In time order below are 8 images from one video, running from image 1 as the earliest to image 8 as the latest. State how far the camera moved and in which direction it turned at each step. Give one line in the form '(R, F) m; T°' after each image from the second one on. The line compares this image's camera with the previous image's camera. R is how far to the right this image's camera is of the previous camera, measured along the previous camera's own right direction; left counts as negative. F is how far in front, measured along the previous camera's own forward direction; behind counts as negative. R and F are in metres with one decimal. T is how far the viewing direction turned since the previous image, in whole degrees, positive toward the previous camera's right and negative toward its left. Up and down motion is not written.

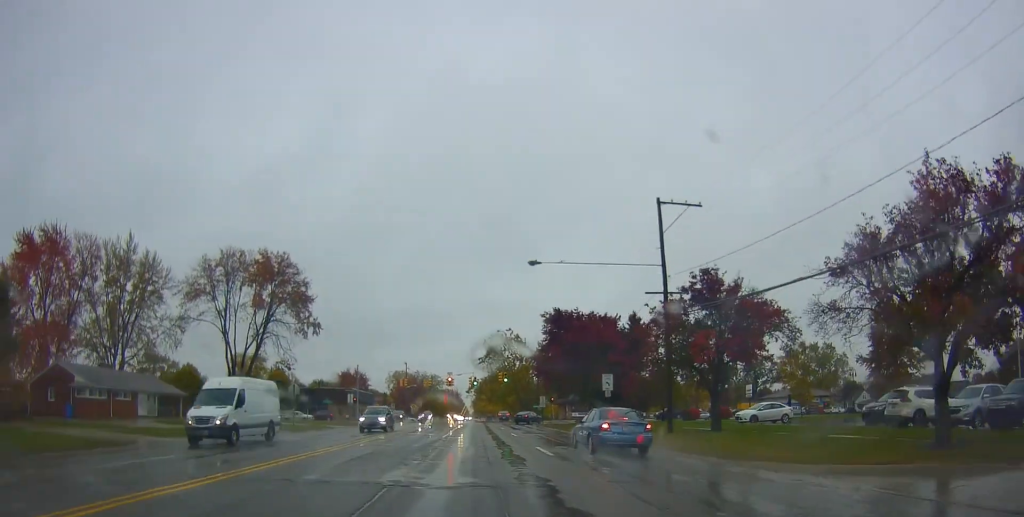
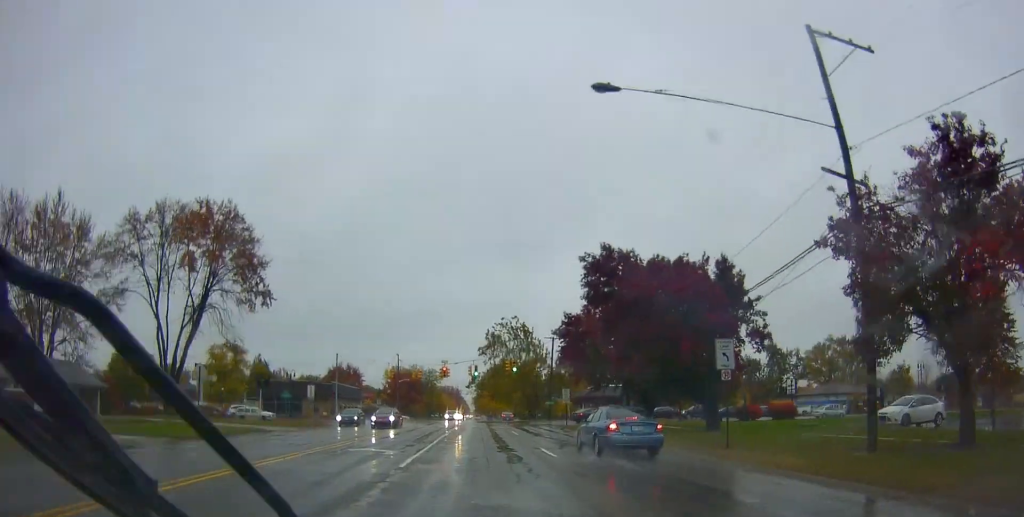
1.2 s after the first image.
(0.0, +16.2) m; +1°
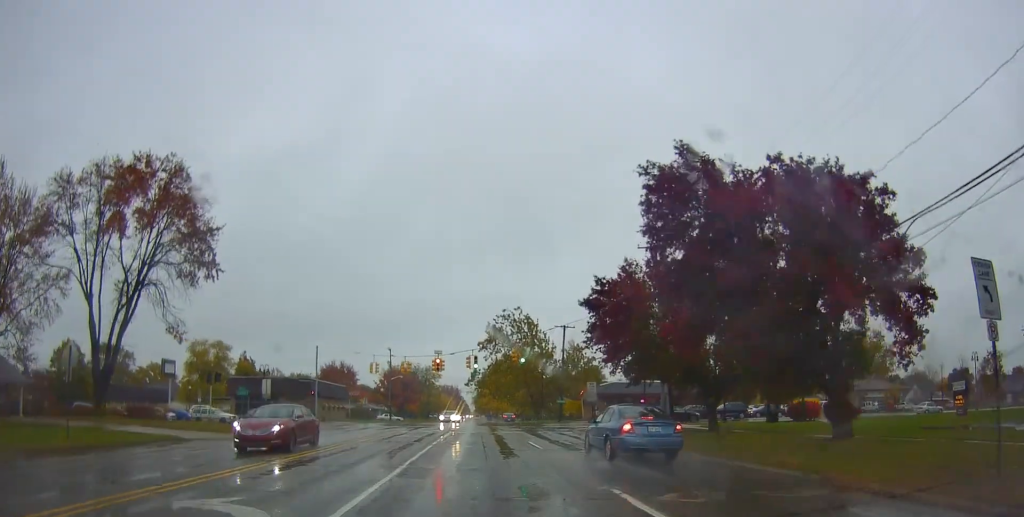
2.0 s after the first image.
(+0.2, +10.8) m; +1°
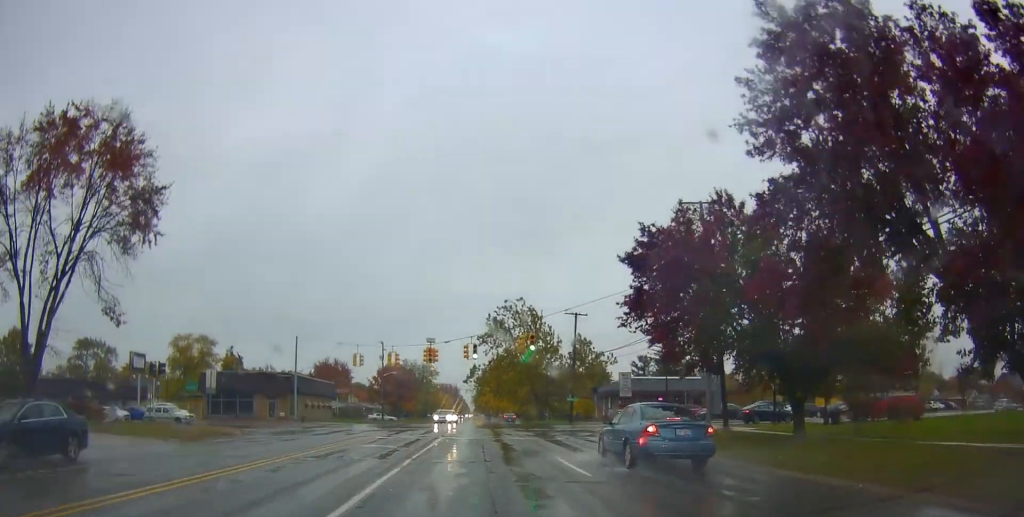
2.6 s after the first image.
(0.0, +8.6) m; 0°
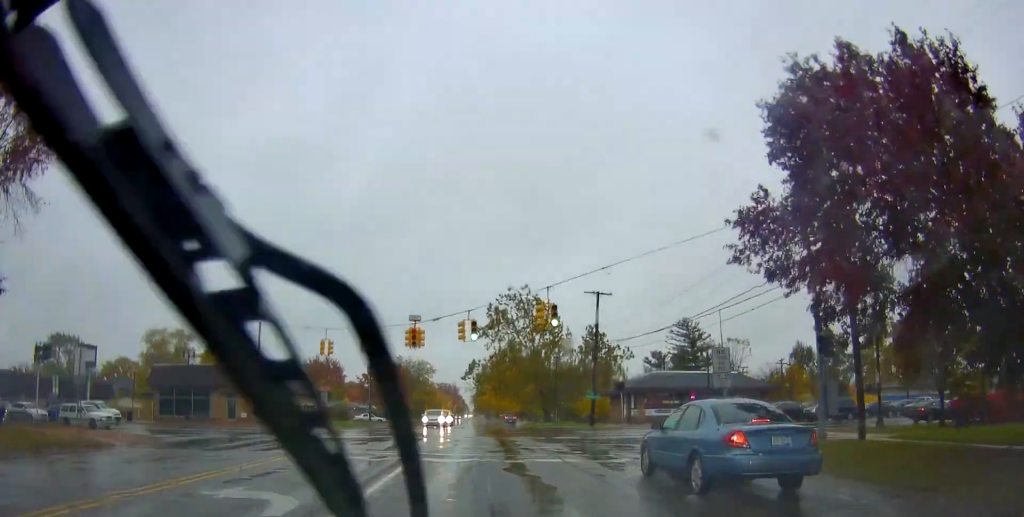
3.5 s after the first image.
(0.0, +12.0) m; 0°
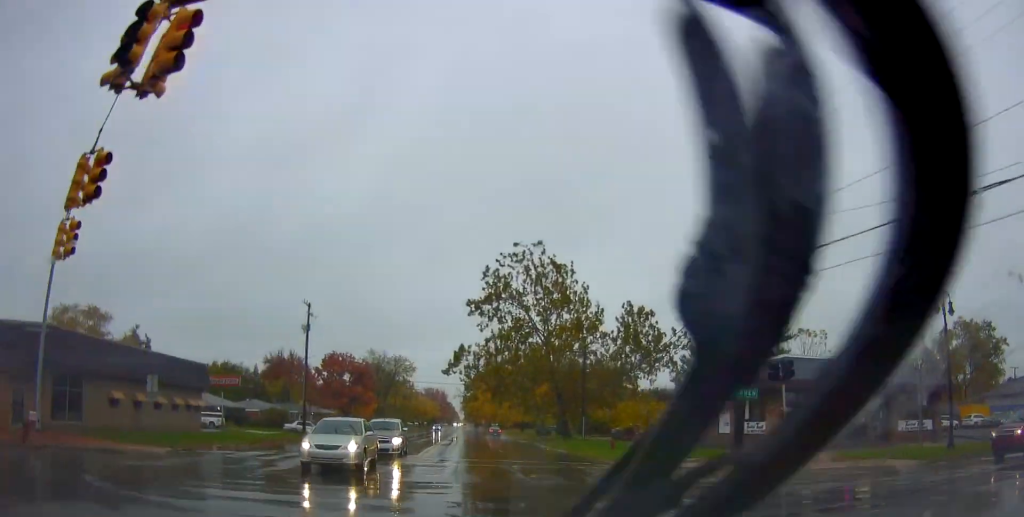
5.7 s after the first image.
(-1.6, +30.9) m; -3°
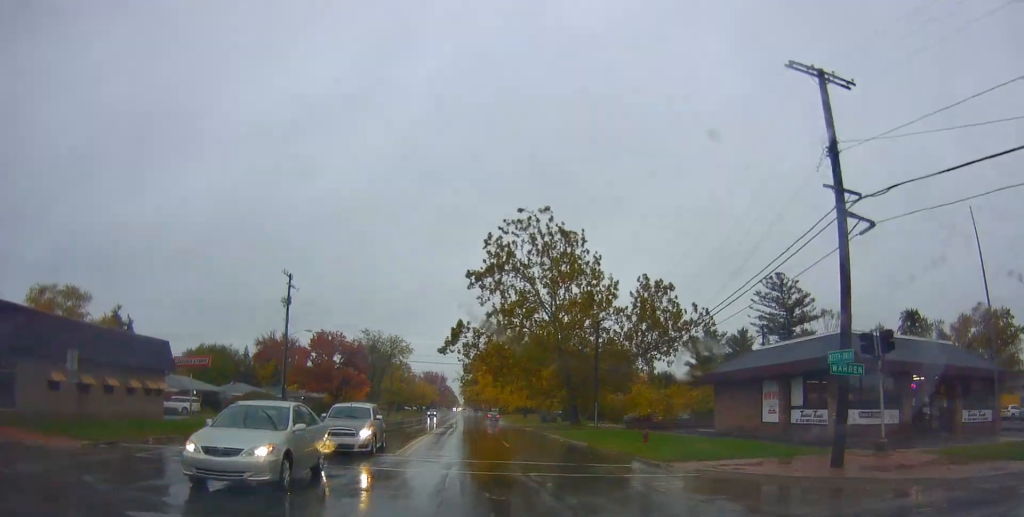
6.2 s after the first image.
(+0.4, +6.7) m; +1°
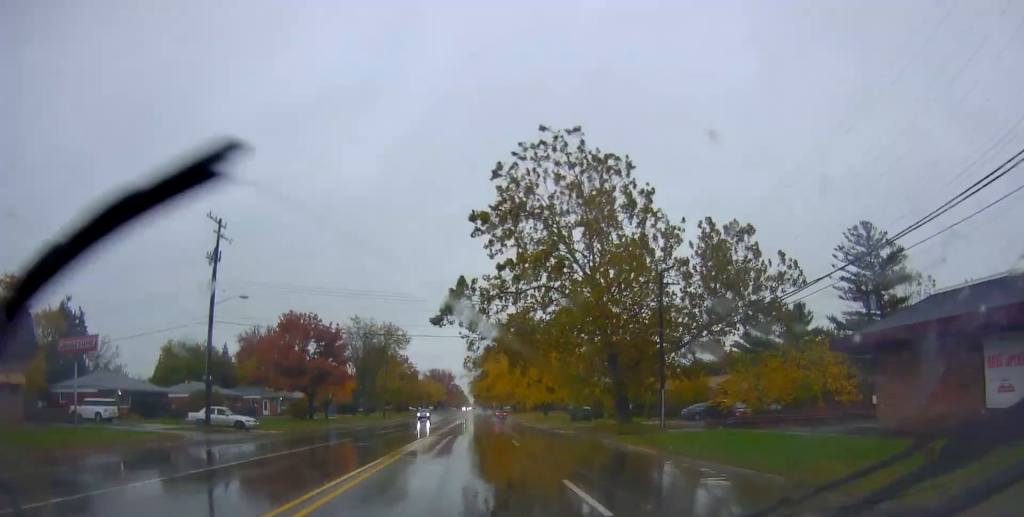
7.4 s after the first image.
(+0.5, +17.4) m; +2°
